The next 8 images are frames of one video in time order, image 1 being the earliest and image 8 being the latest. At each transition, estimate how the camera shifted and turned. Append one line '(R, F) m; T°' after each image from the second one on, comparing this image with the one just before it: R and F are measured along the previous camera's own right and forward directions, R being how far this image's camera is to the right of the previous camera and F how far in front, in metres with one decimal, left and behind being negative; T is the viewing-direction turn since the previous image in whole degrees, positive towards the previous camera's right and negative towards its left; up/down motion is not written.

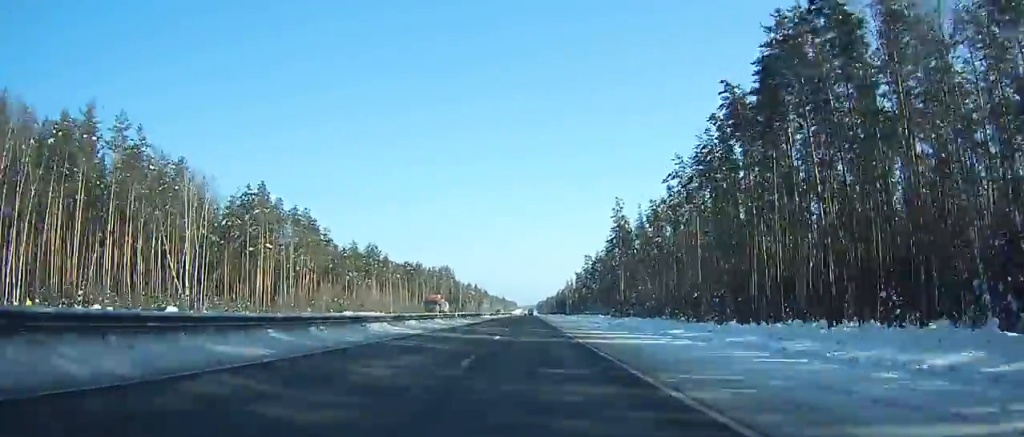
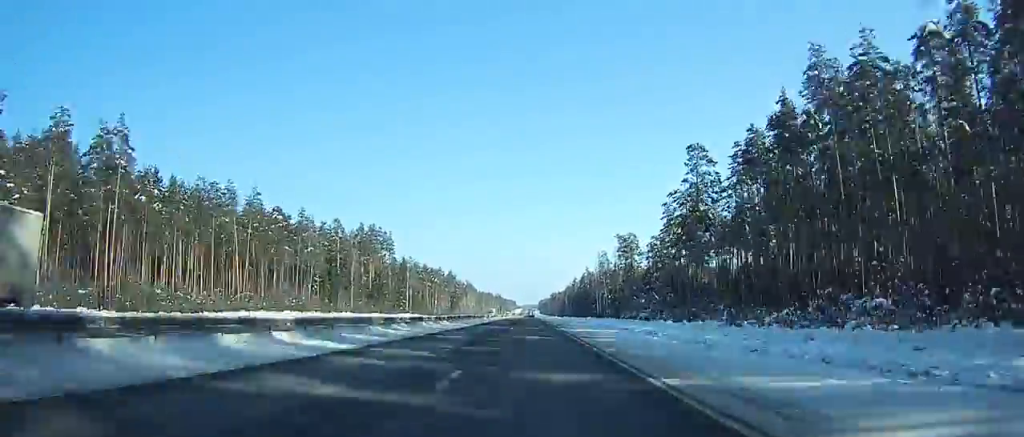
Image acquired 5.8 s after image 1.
(+0.5, +174.0) m; 0°
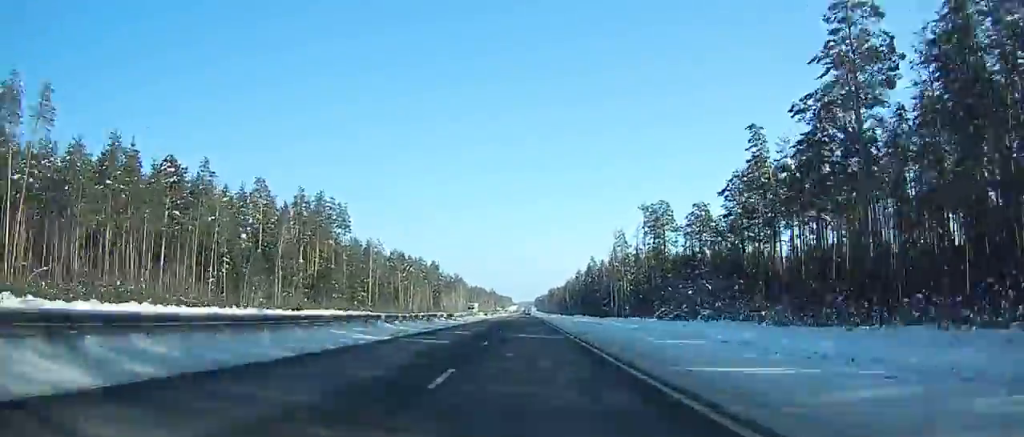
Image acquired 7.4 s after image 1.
(-0.1, +48.6) m; 0°
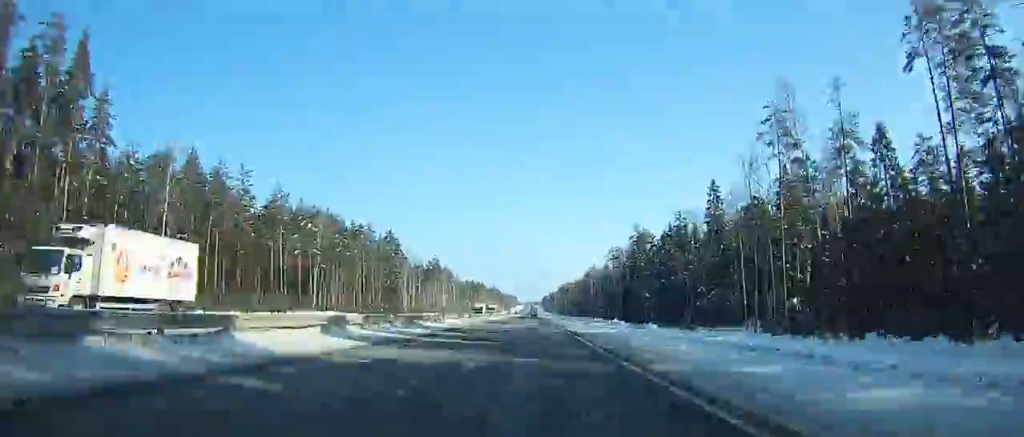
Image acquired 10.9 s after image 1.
(-0.1, +106.6) m; 0°
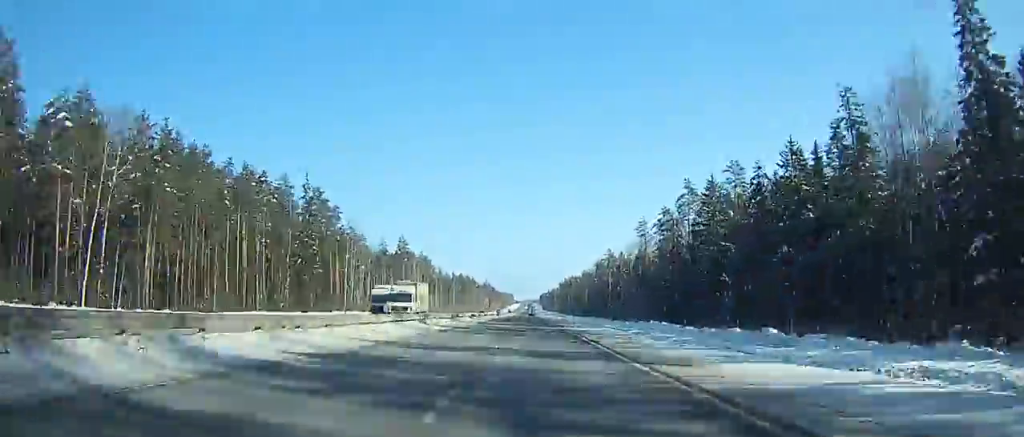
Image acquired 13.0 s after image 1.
(0.0, +63.9) m; 0°
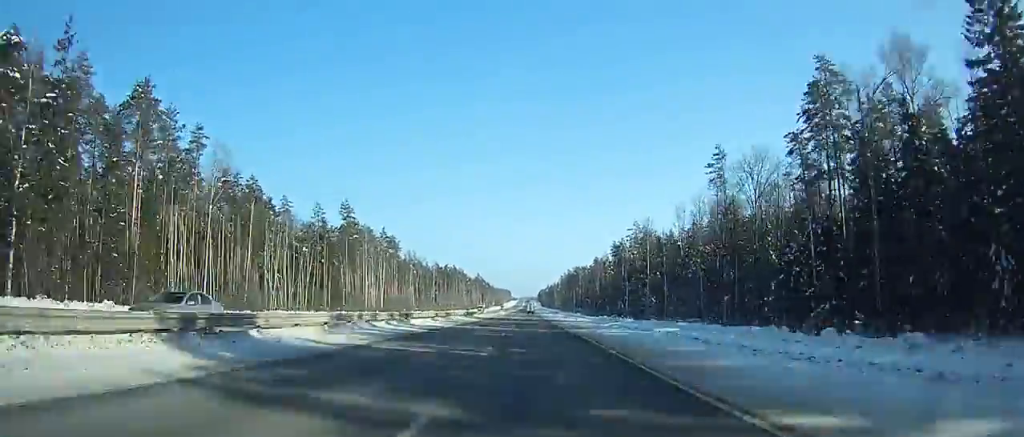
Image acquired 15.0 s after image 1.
(0.0, +60.8) m; 0°
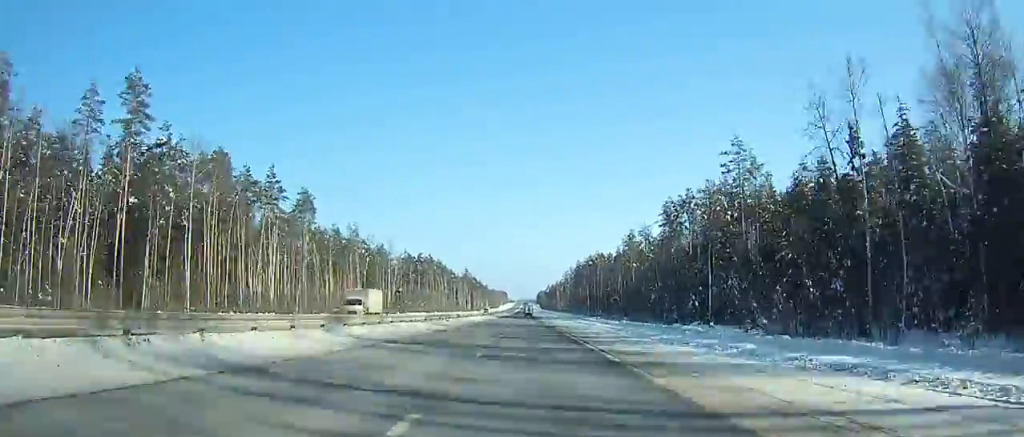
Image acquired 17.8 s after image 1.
(-0.1, +84.3) m; 0°
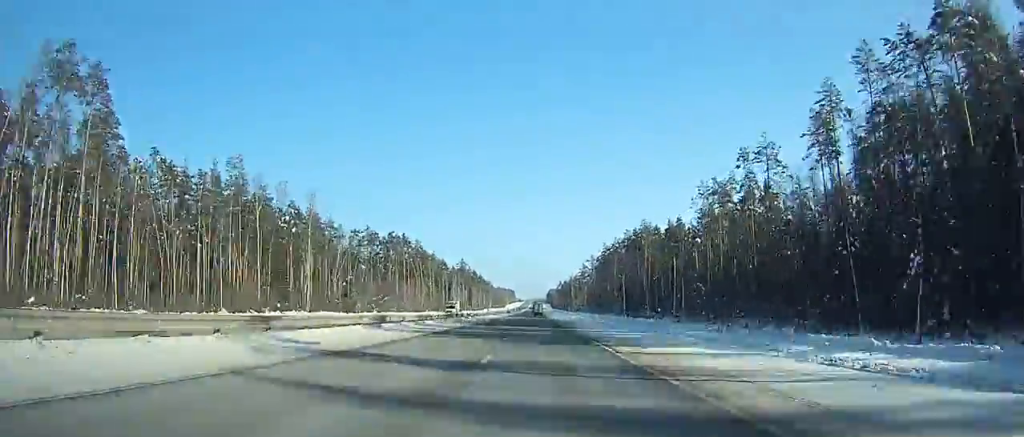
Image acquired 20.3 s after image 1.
(-0.4, +74.5) m; 0°
